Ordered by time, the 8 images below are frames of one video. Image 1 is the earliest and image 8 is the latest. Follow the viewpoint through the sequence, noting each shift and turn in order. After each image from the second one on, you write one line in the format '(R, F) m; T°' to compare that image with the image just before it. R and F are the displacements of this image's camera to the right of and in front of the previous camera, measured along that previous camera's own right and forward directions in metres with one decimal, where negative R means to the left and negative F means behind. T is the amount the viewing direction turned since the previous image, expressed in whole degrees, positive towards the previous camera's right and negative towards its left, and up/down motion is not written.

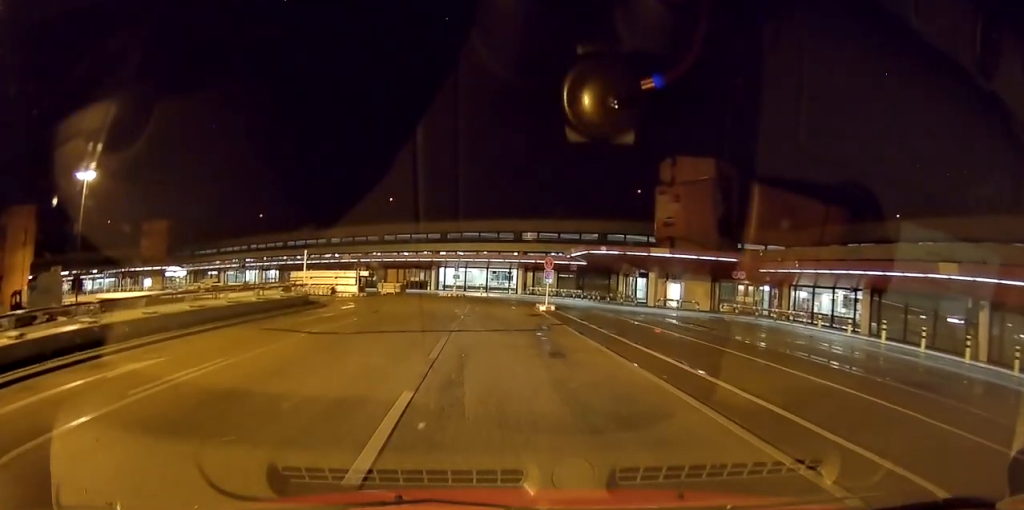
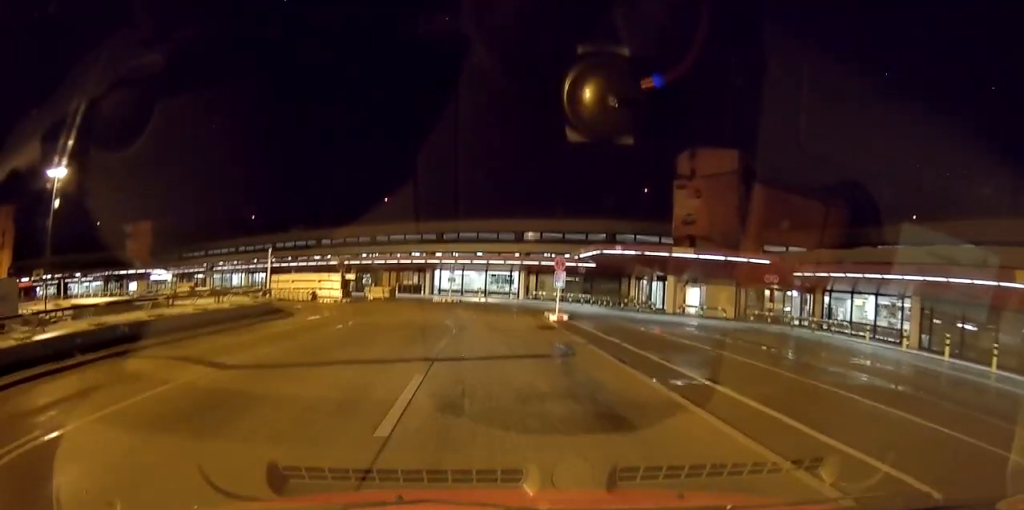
(+0.4, +5.1) m; +3°
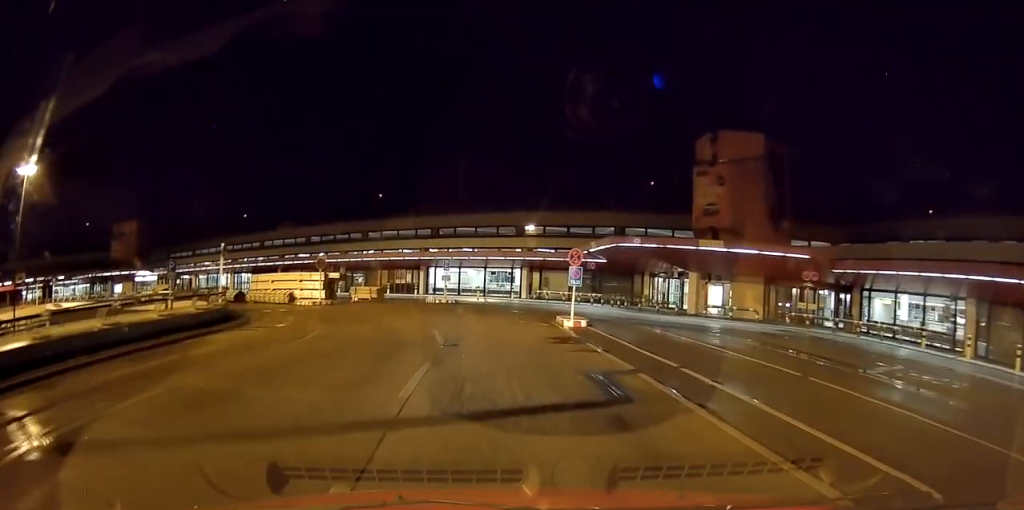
(+0.3, +4.9) m; -1°
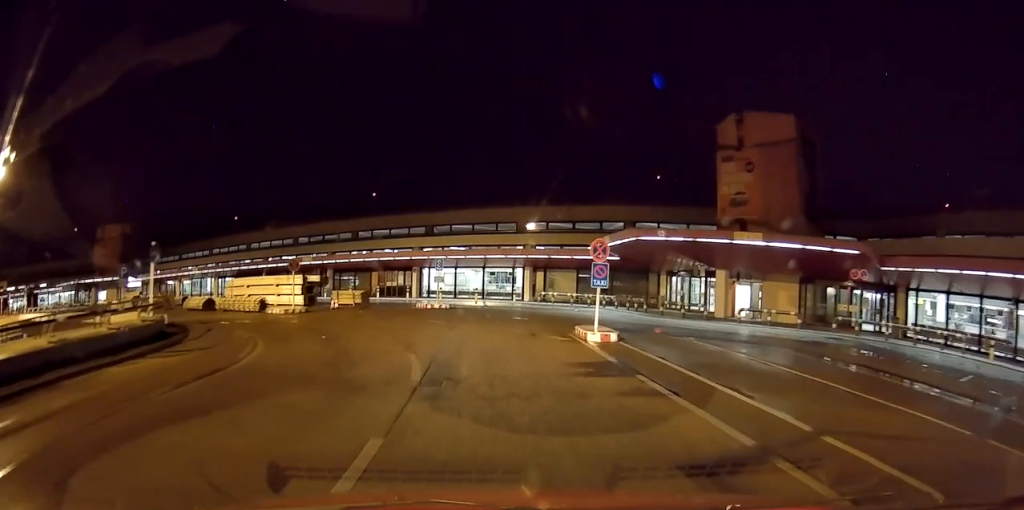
(-0.3, +4.9) m; -7°
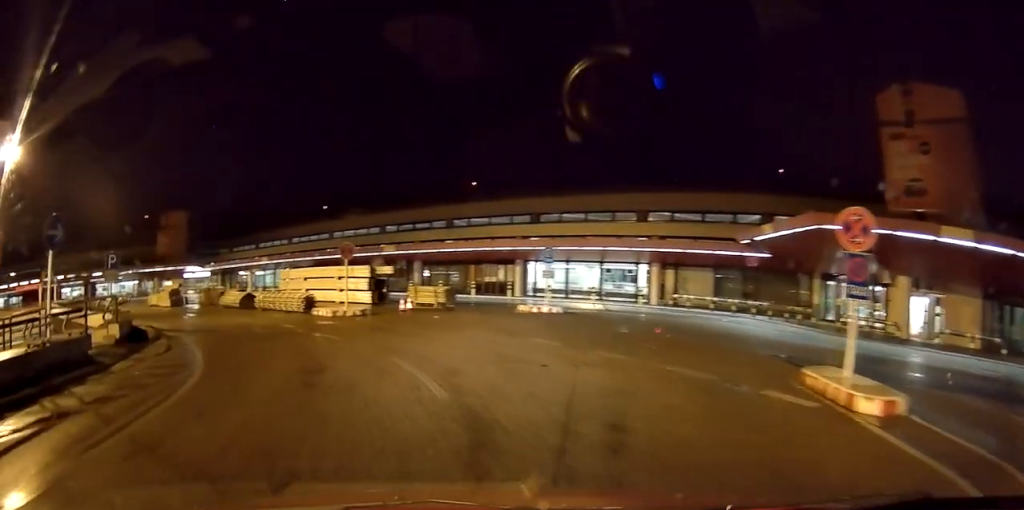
(-0.9, +8.4) m; -13°
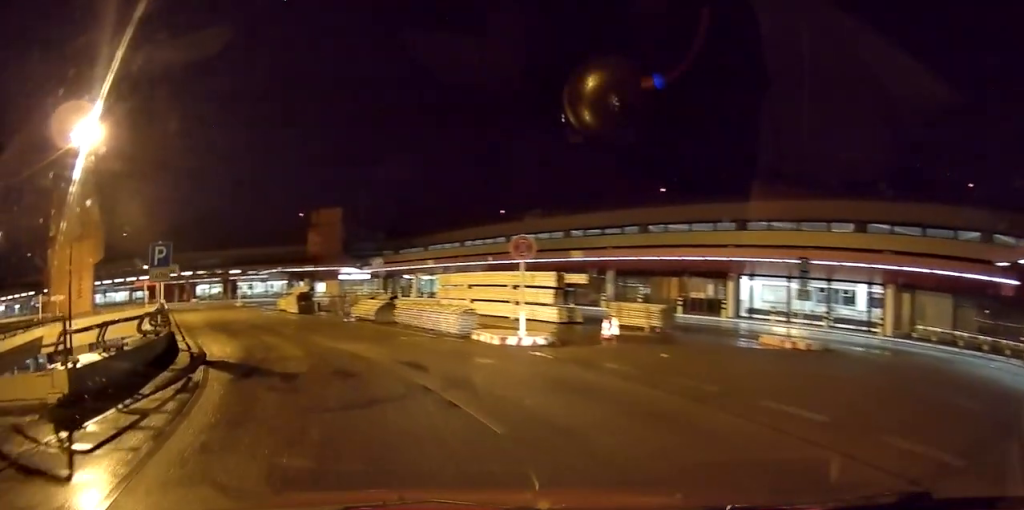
(-1.2, +6.5) m; -22°
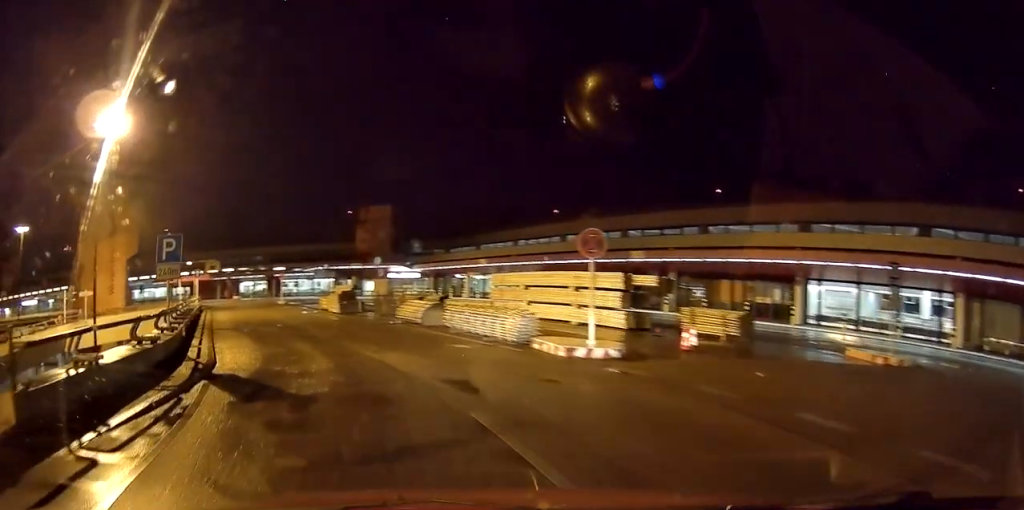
(-0.1, +1.8) m; -5°
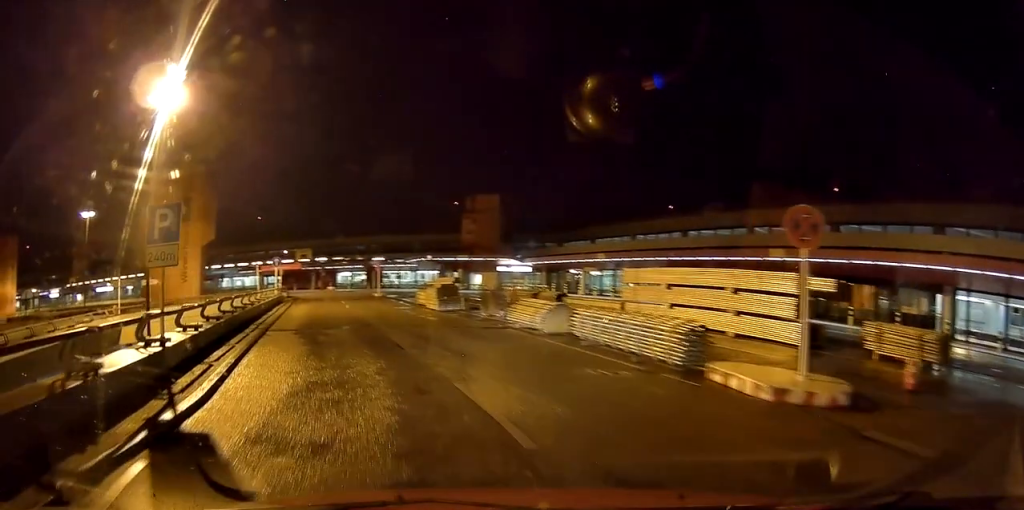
(-0.3, +4.0) m; -8°
